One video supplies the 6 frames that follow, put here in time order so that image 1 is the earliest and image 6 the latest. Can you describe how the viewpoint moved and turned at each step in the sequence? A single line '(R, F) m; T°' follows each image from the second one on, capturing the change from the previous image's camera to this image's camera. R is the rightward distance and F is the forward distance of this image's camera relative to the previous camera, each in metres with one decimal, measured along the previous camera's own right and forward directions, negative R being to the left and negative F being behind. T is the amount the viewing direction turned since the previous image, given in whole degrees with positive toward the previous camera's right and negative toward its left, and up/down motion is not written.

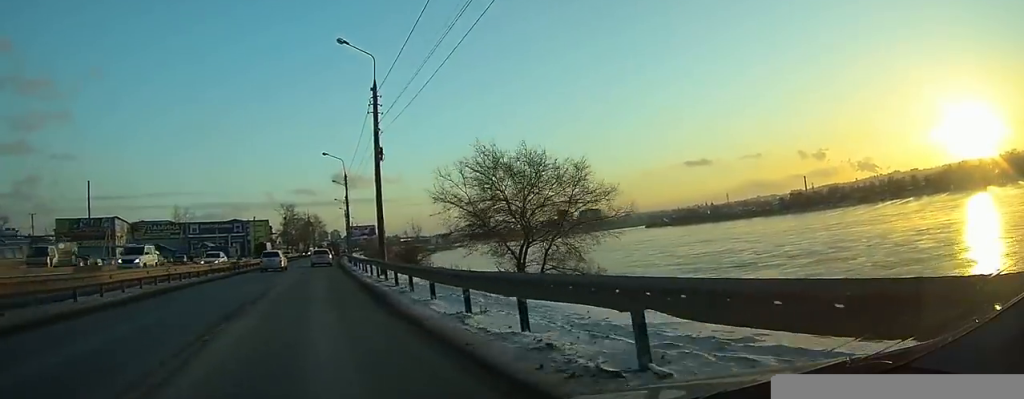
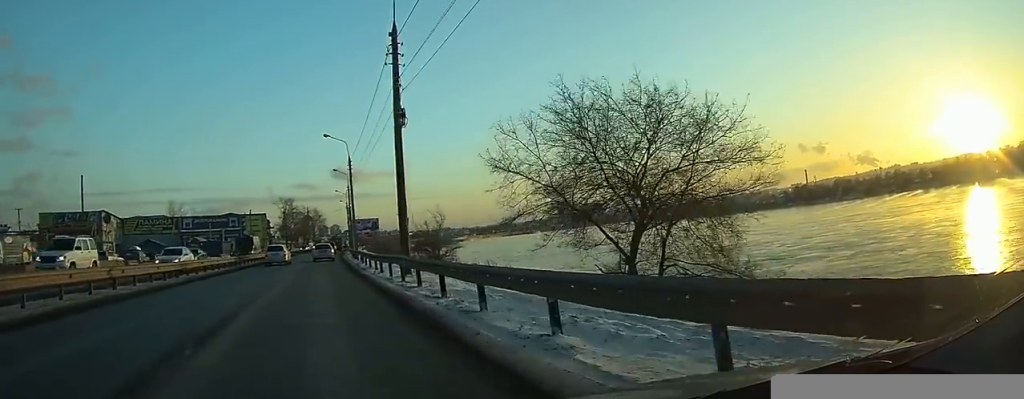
(0.0, +7.3) m; 0°
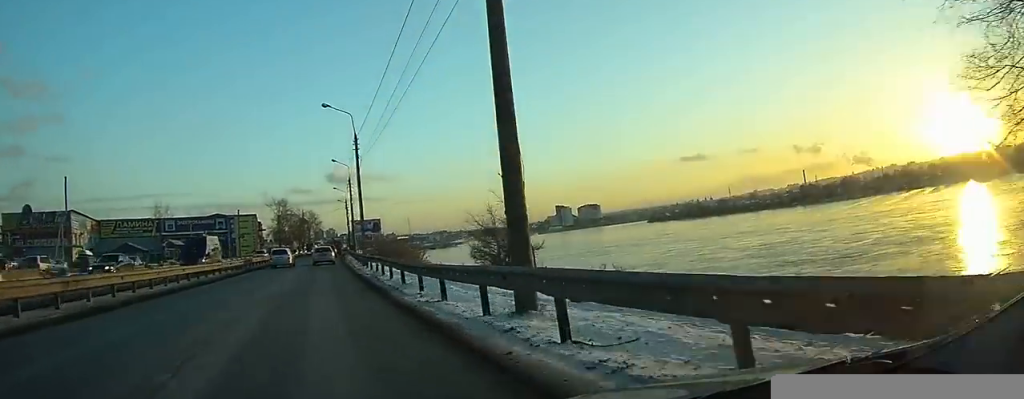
(0.0, +12.6) m; 0°
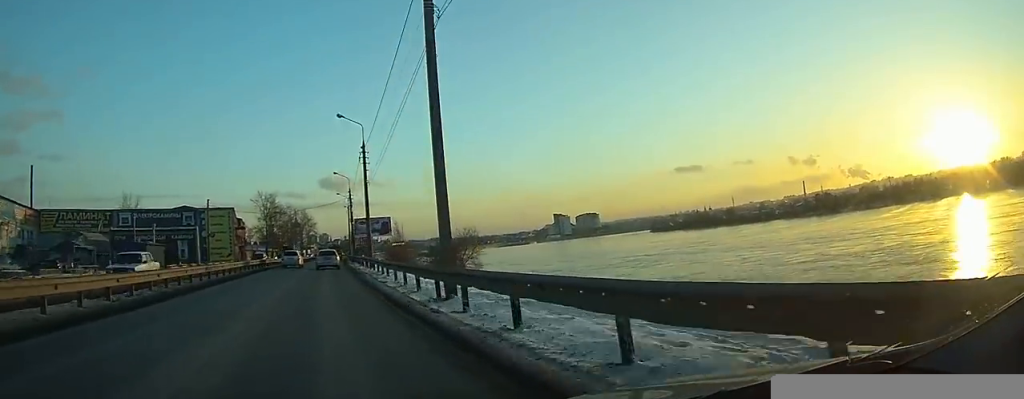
(-0.1, +26.0) m; 0°
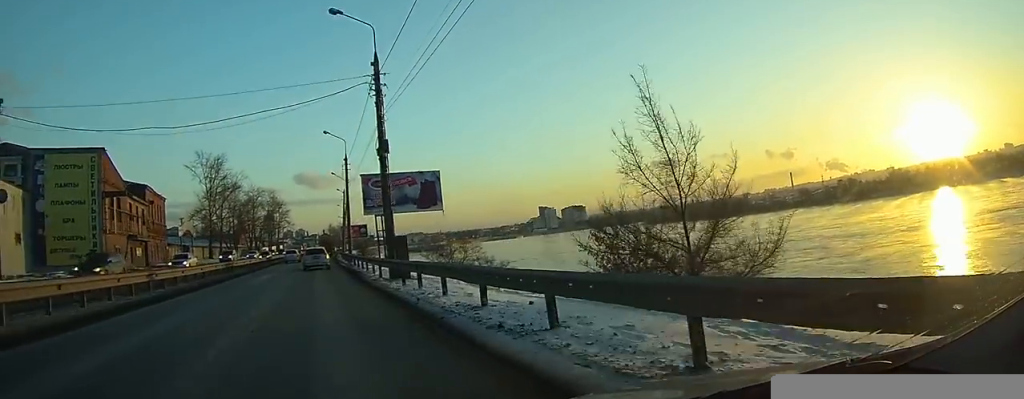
(+1.0, +53.3) m; +3°
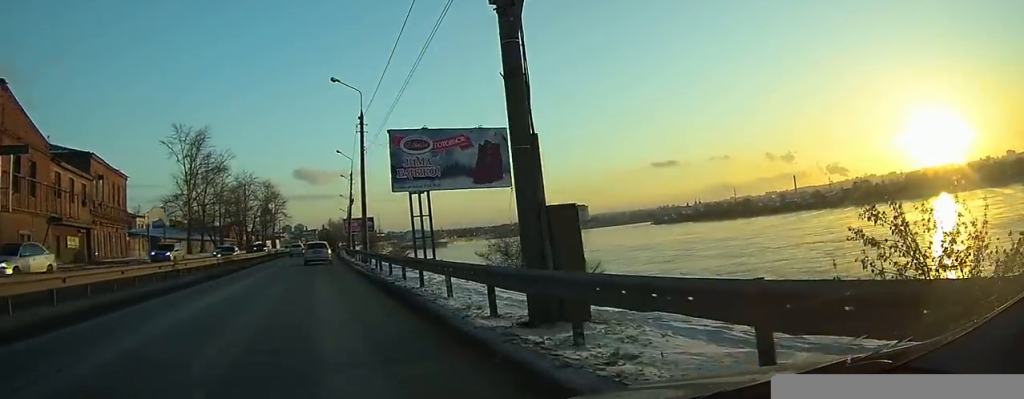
(+0.2, +16.1) m; +1°
